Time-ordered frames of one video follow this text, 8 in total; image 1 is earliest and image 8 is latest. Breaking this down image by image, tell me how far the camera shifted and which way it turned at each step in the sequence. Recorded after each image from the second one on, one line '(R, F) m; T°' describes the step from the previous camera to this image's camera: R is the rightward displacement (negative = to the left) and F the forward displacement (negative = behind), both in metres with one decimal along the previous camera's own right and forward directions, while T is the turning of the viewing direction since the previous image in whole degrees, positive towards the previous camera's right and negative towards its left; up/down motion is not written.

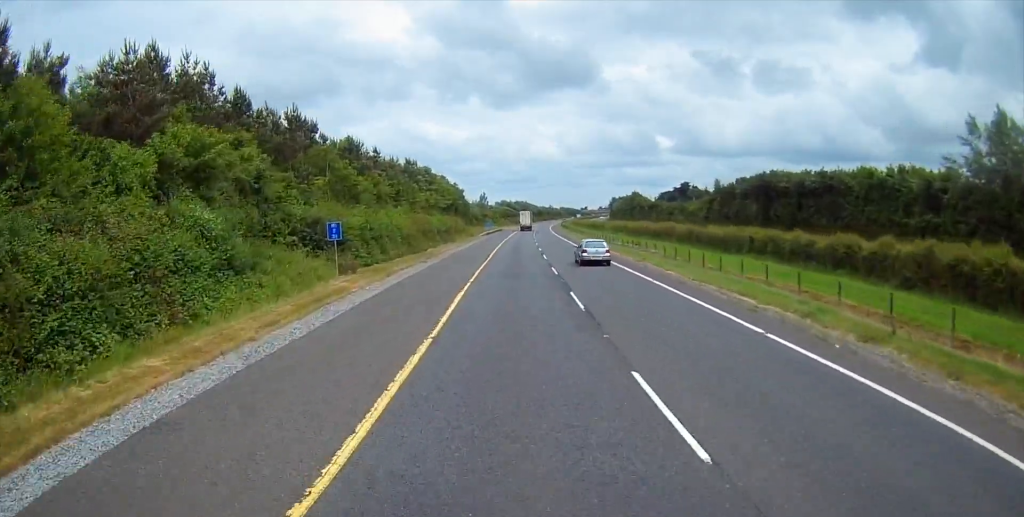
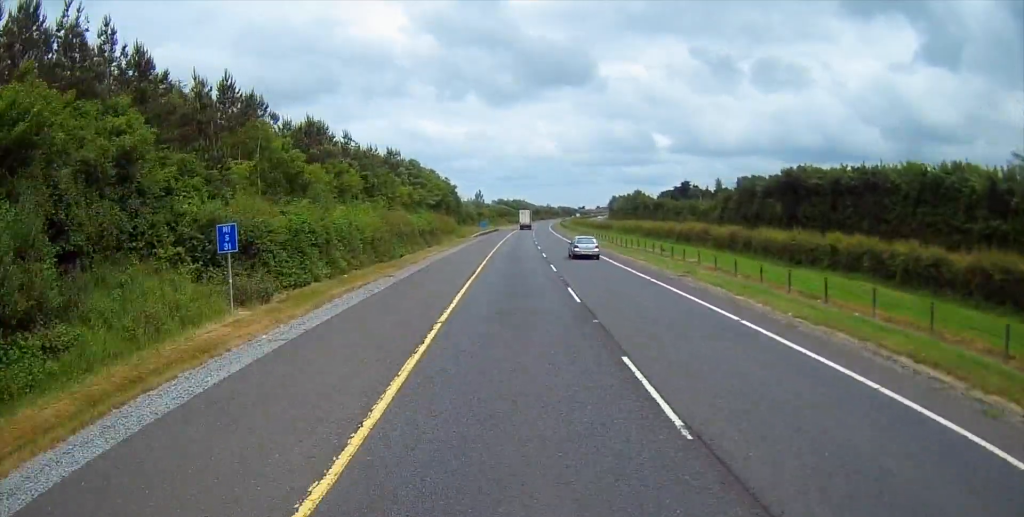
(0.0, +10.7) m; 0°
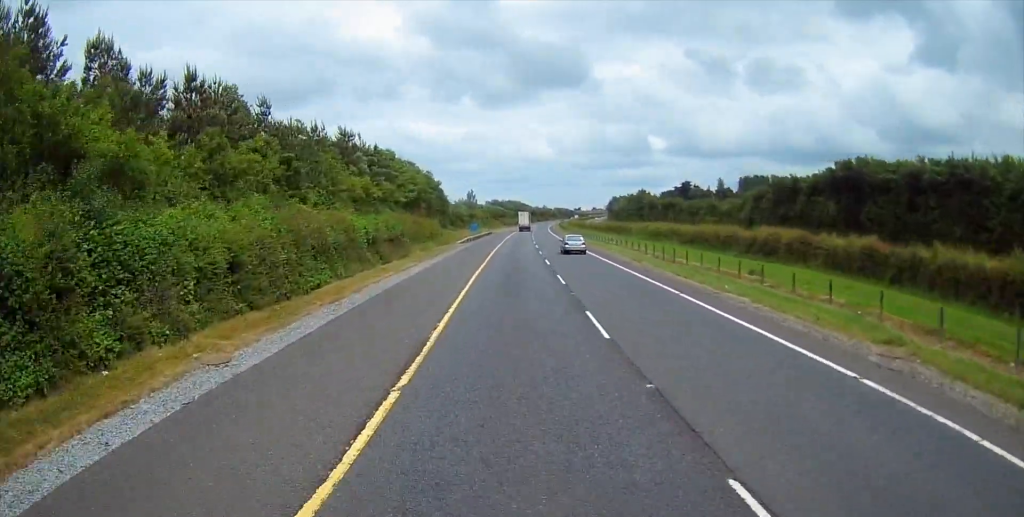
(0.0, +17.7) m; +1°
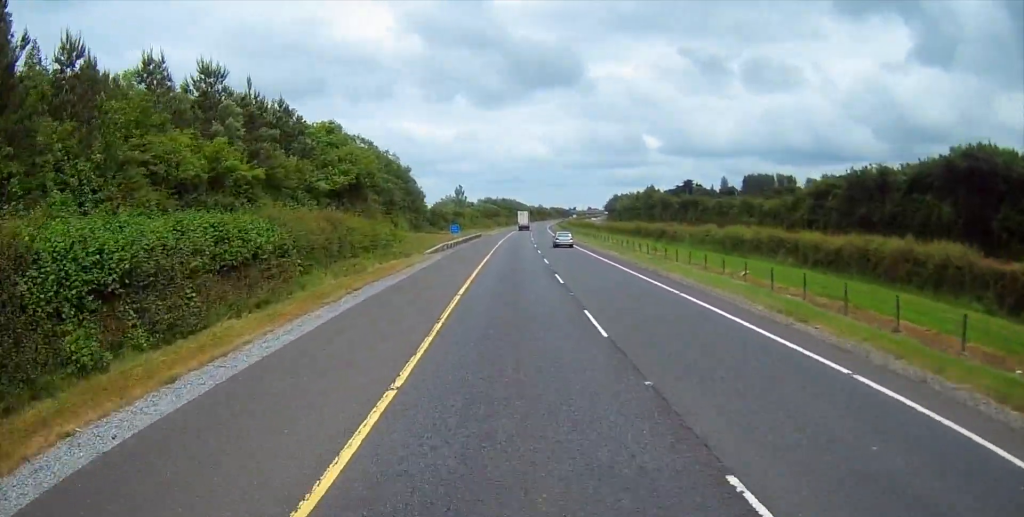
(+0.2, +23.8) m; +1°
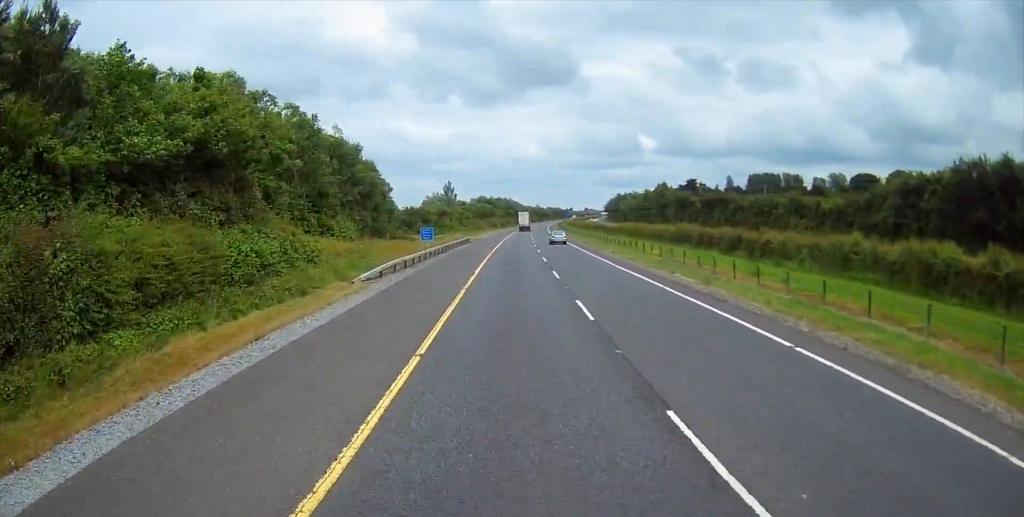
(+0.2, +21.5) m; 0°
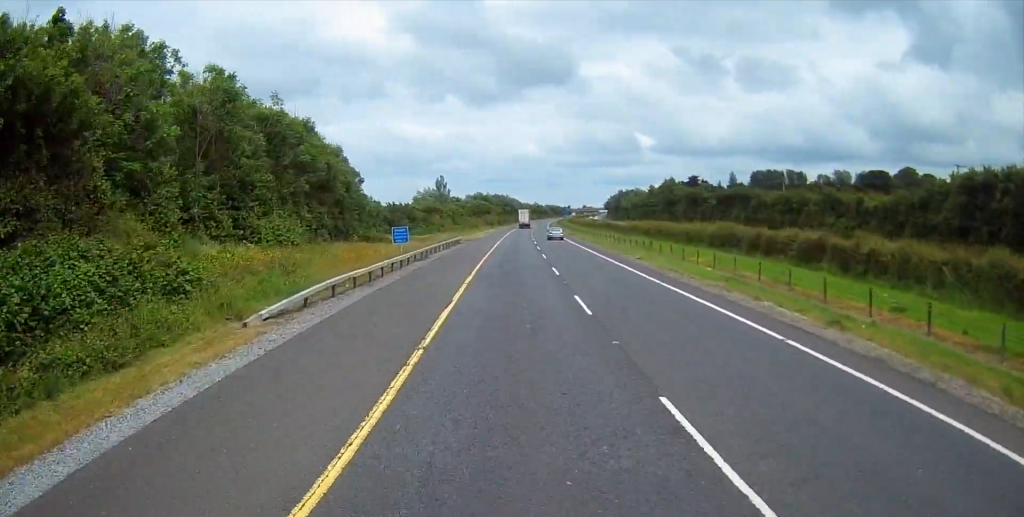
(-0.2, +11.5) m; -1°
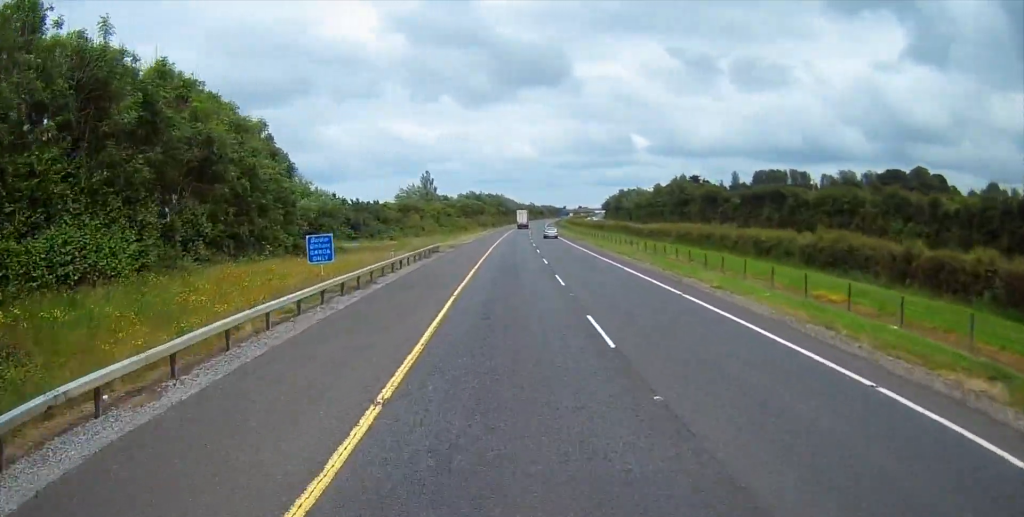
(0.0, +16.0) m; +1°
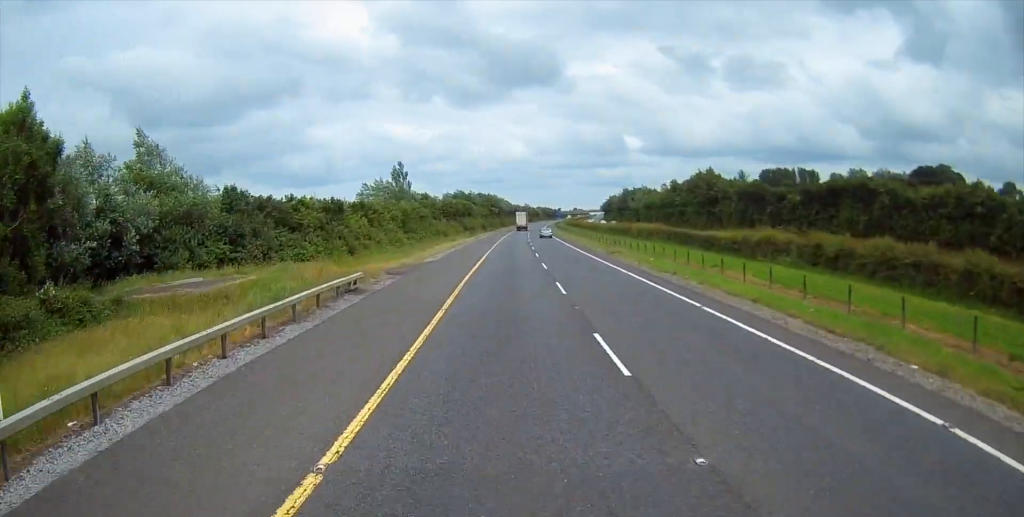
(+0.4, +26.0) m; +1°
